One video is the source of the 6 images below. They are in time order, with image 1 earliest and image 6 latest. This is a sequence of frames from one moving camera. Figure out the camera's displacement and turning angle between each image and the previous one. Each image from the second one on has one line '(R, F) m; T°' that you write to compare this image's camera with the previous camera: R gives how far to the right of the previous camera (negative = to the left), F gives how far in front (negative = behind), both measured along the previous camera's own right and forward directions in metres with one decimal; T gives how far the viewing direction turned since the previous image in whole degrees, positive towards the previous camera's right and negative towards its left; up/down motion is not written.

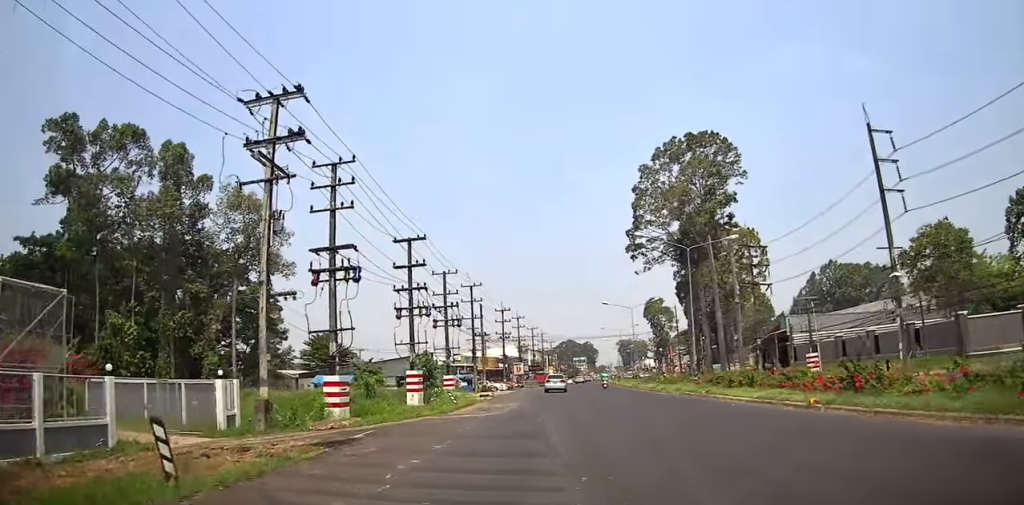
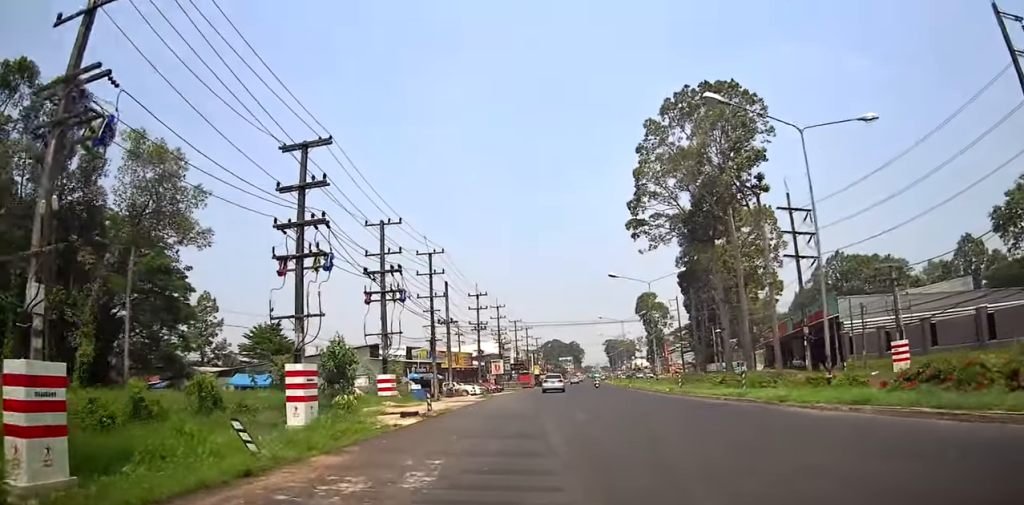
(+0.2, +17.6) m; +1°
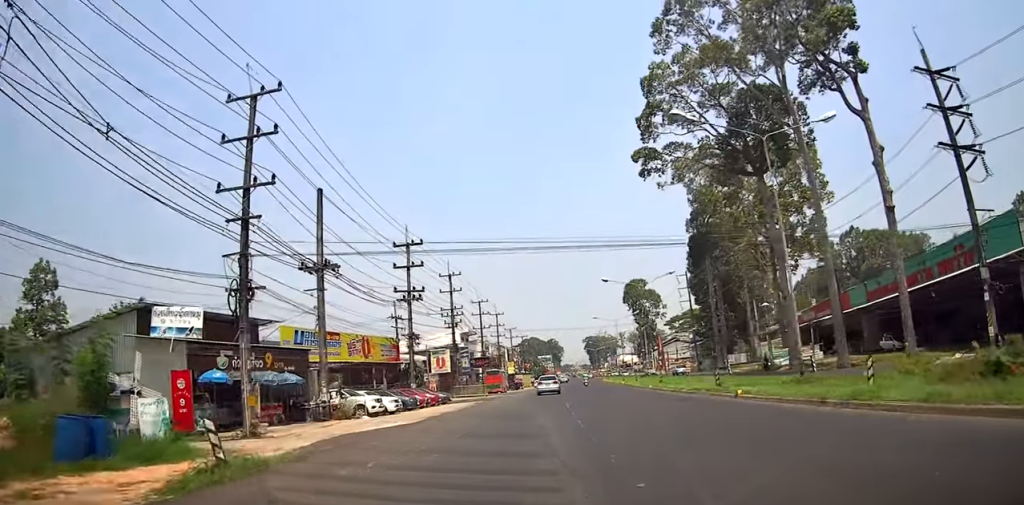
(+0.8, +28.7) m; +2°
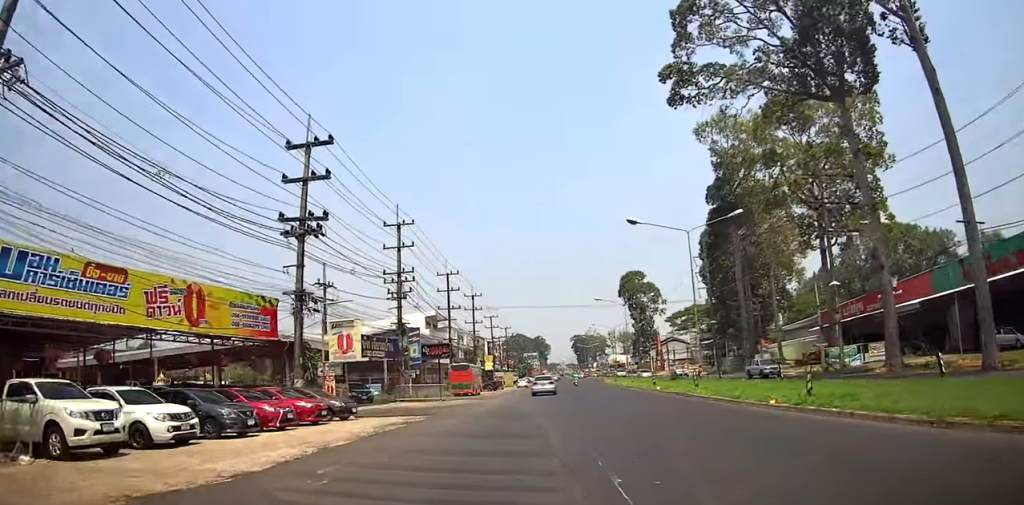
(-0.2, +19.3) m; 0°
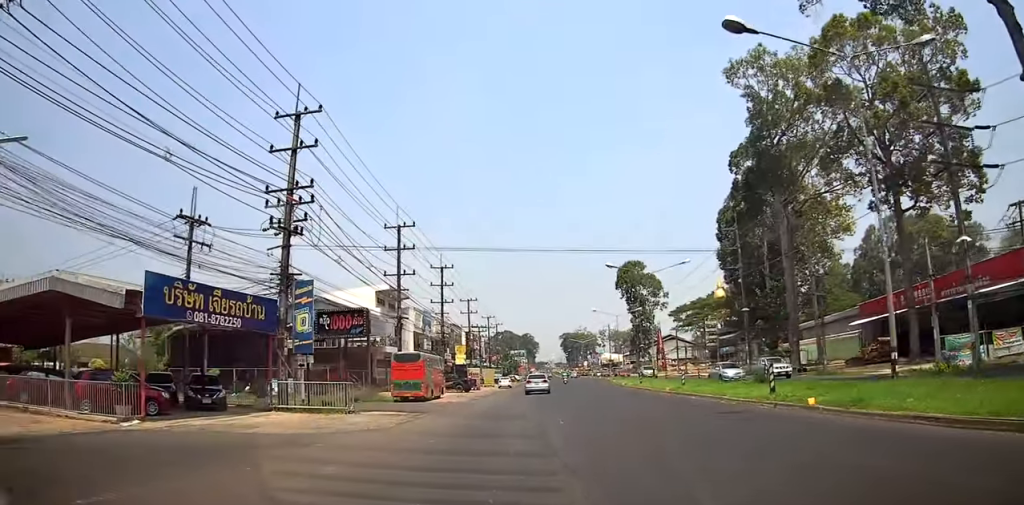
(+0.1, +18.1) m; +2°
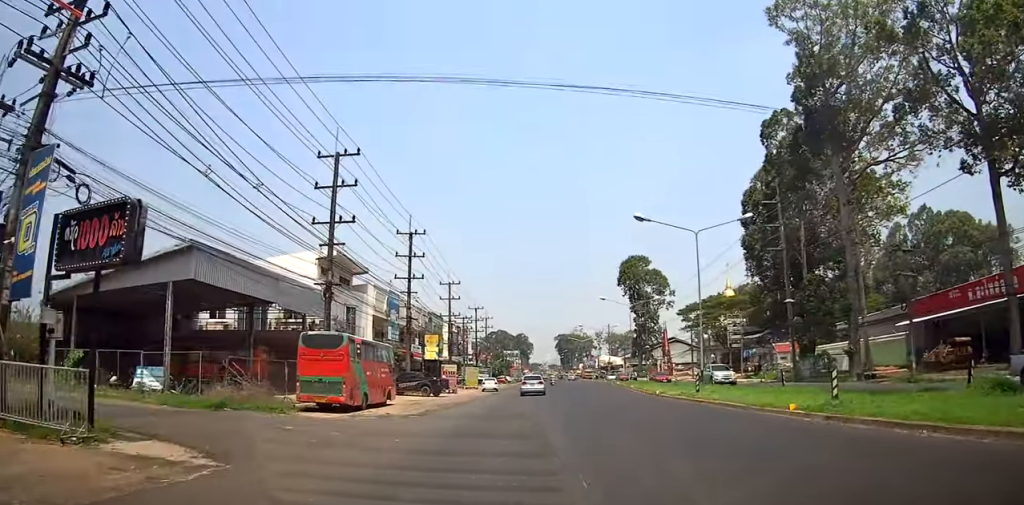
(+0.3, +13.9) m; +1°
